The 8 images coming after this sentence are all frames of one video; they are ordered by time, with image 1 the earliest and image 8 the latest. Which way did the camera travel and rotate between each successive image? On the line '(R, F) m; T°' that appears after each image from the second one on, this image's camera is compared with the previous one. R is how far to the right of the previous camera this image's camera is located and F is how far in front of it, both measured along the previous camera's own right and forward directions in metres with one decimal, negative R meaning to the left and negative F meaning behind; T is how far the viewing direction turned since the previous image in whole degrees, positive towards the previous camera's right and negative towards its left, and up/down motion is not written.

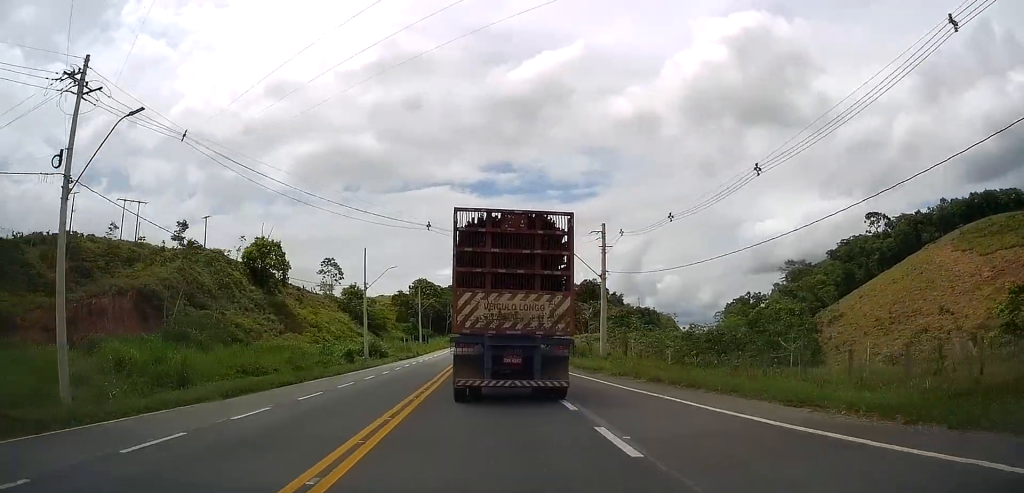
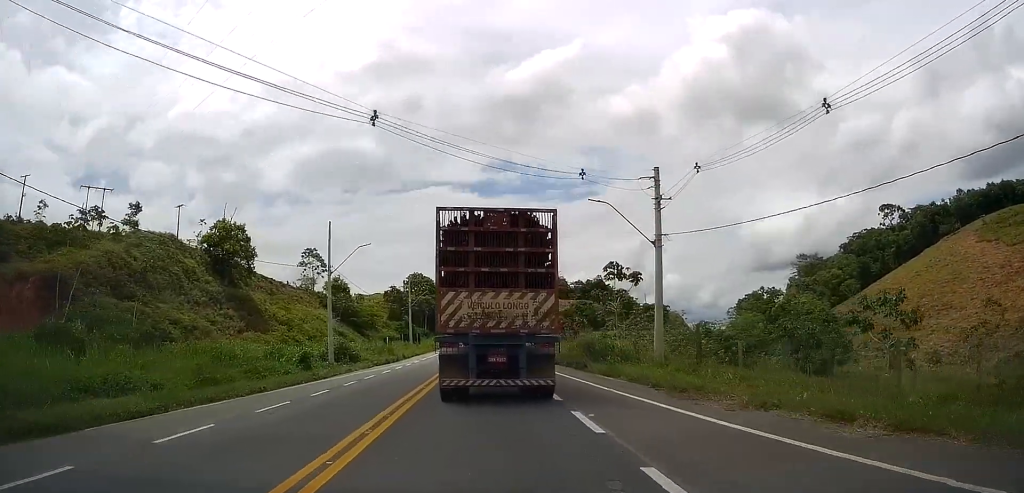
(0.0, +12.8) m; 0°
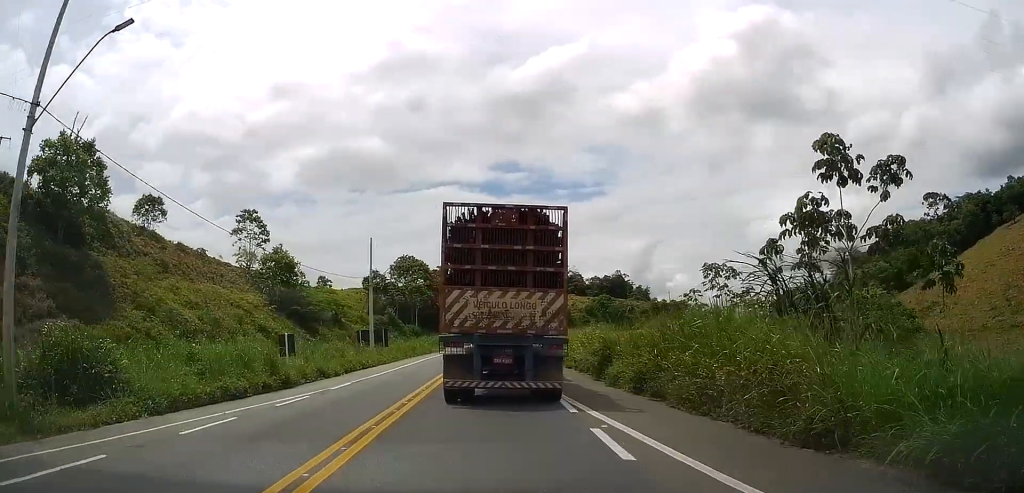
(+0.2, +31.5) m; 0°
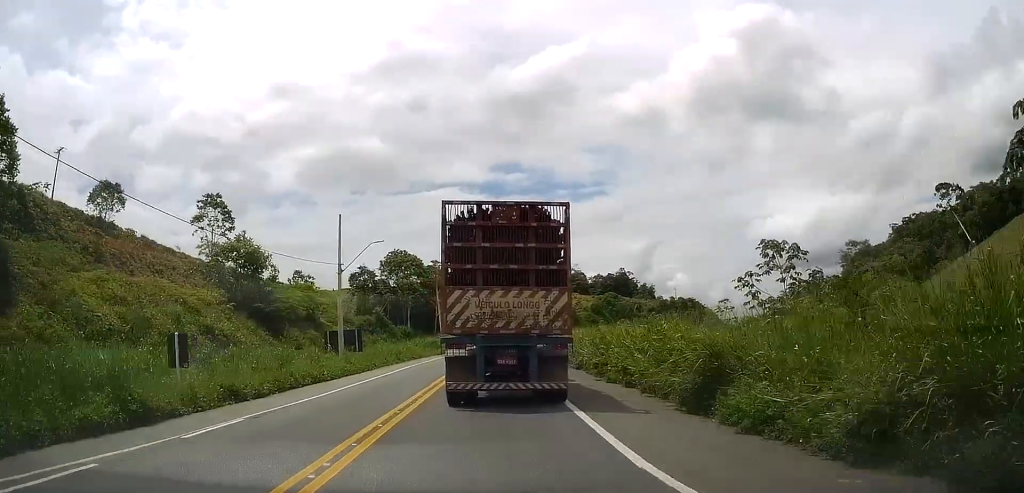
(-0.2, +10.5) m; -1°
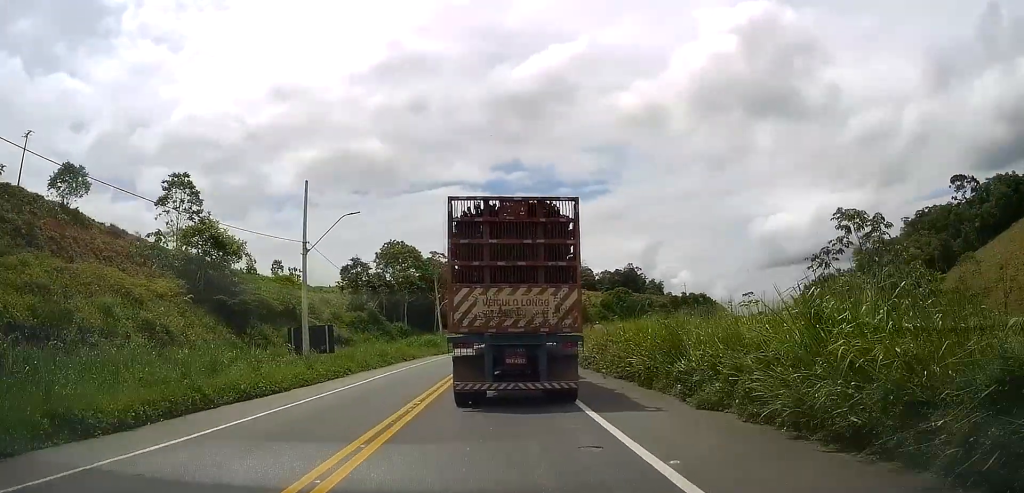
(0.0, +8.6) m; 0°
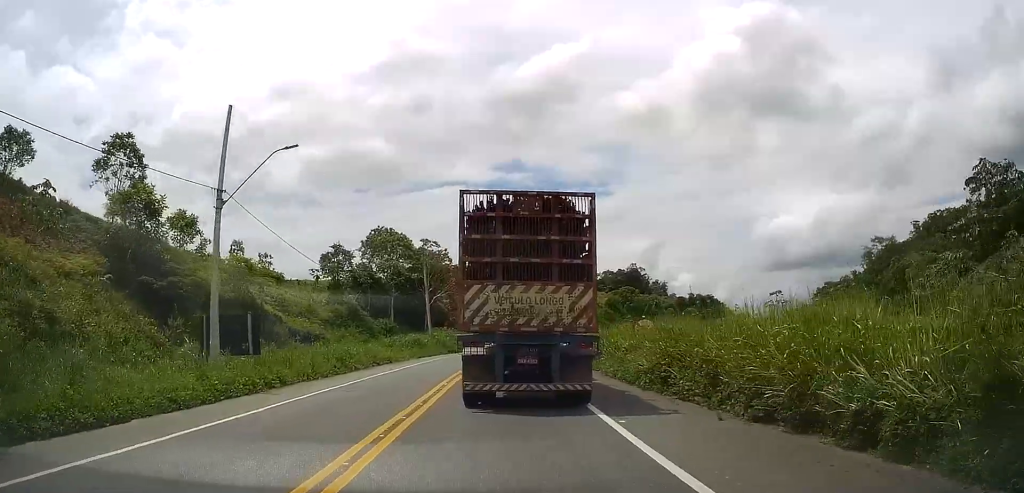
(0.0, +10.8) m; +1°
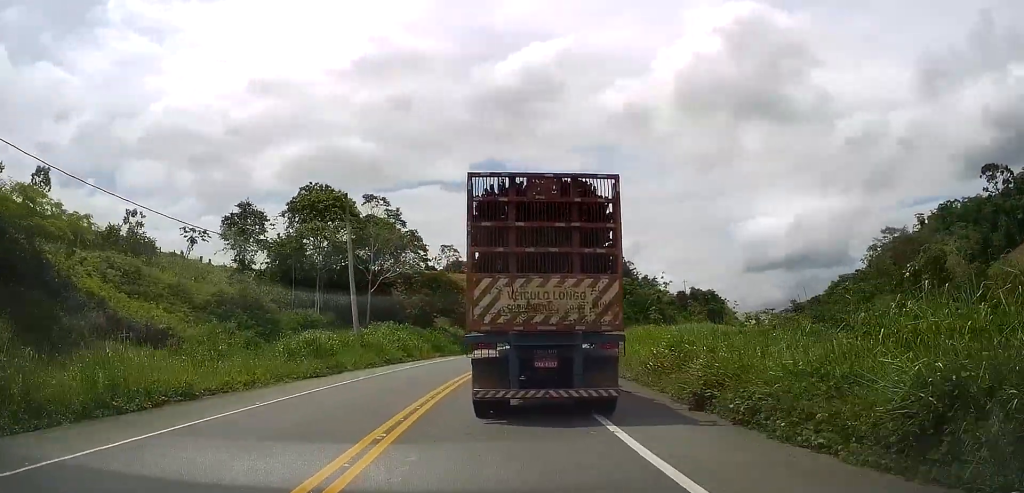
(+0.1, +25.2) m; 0°
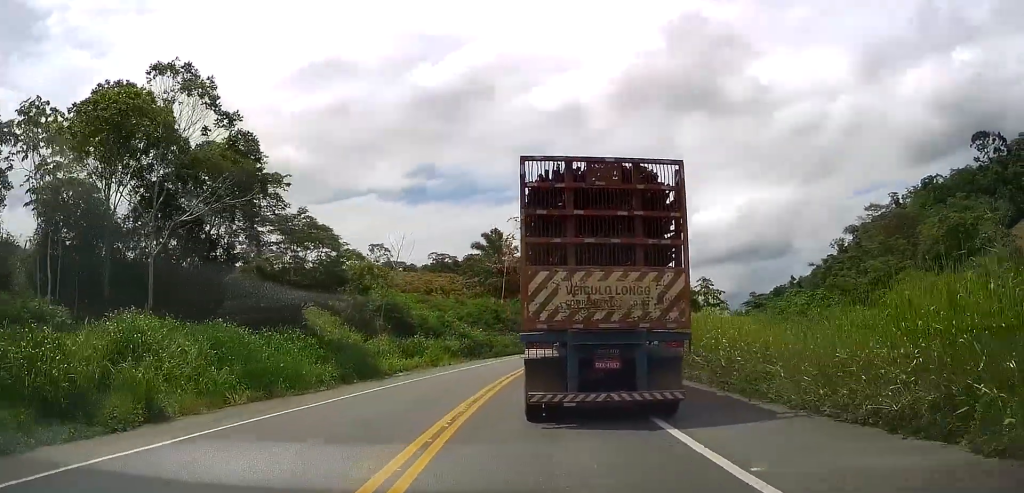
(+0.2, +31.1) m; +3°
